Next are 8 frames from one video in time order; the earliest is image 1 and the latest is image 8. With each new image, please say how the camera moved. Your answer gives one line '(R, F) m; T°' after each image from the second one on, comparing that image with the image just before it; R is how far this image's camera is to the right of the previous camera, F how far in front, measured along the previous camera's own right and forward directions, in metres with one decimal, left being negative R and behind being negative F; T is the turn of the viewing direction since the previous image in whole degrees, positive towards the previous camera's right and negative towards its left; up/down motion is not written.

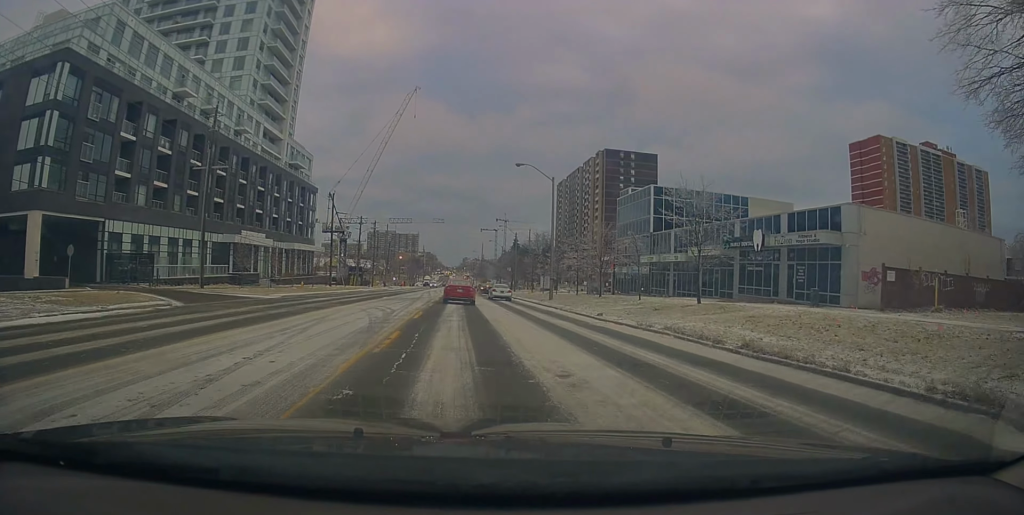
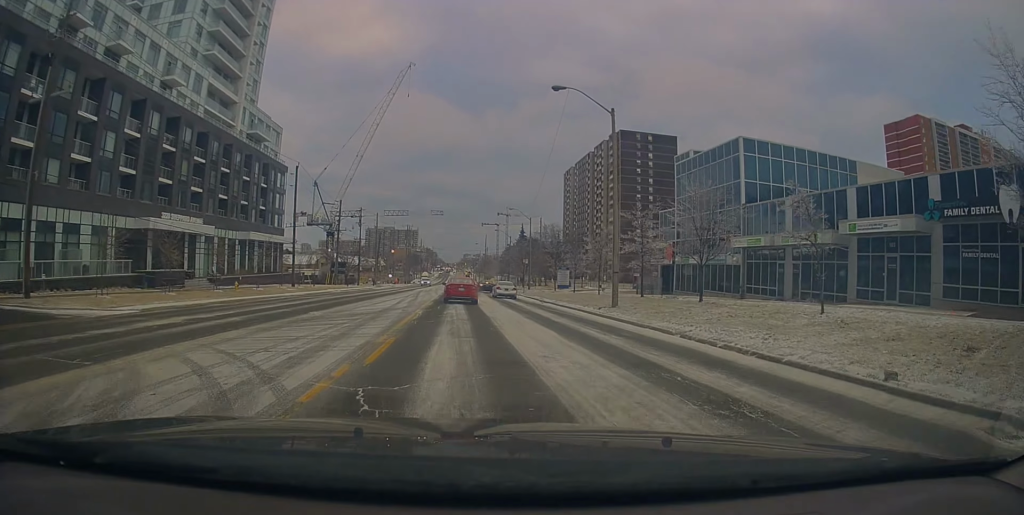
(+1.0, +19.2) m; +4°
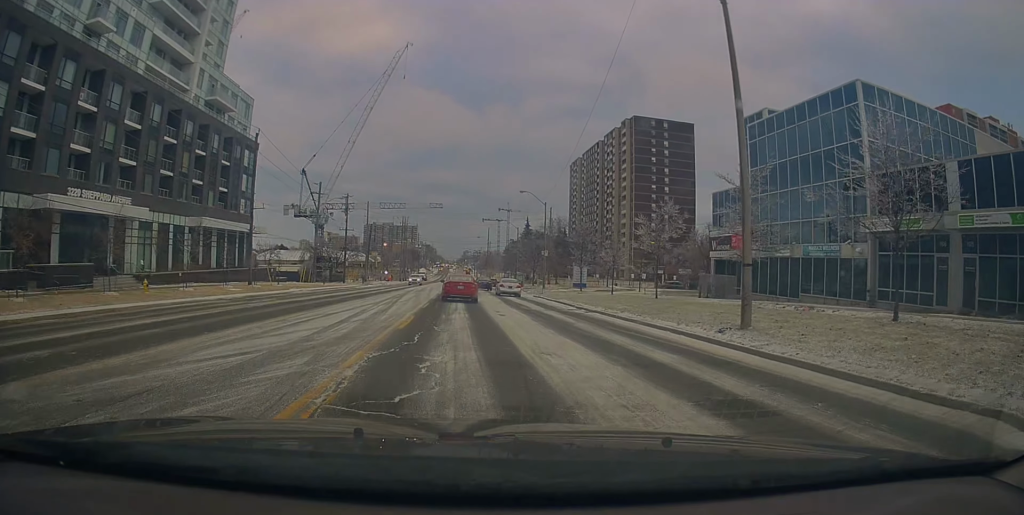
(-0.1, +13.2) m; -3°
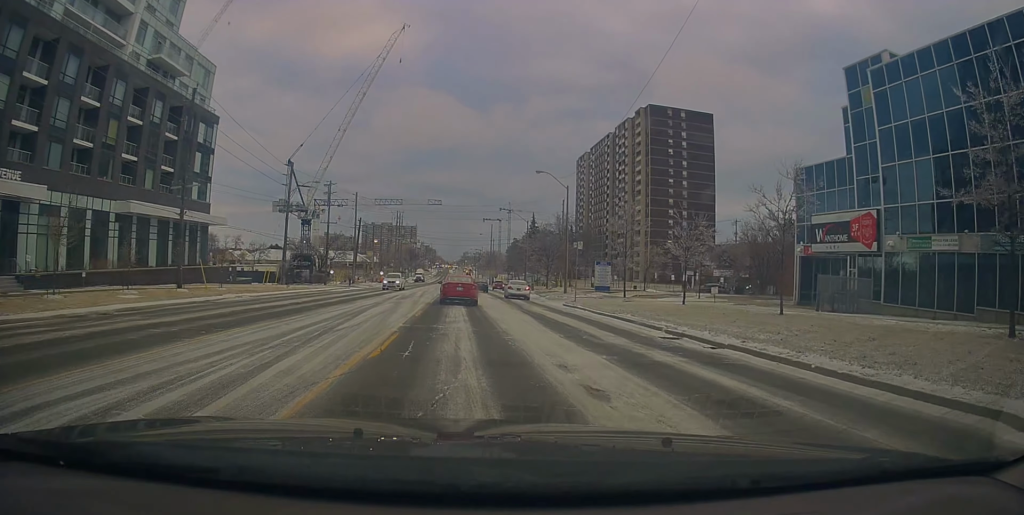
(-0.5, +13.2) m; 0°
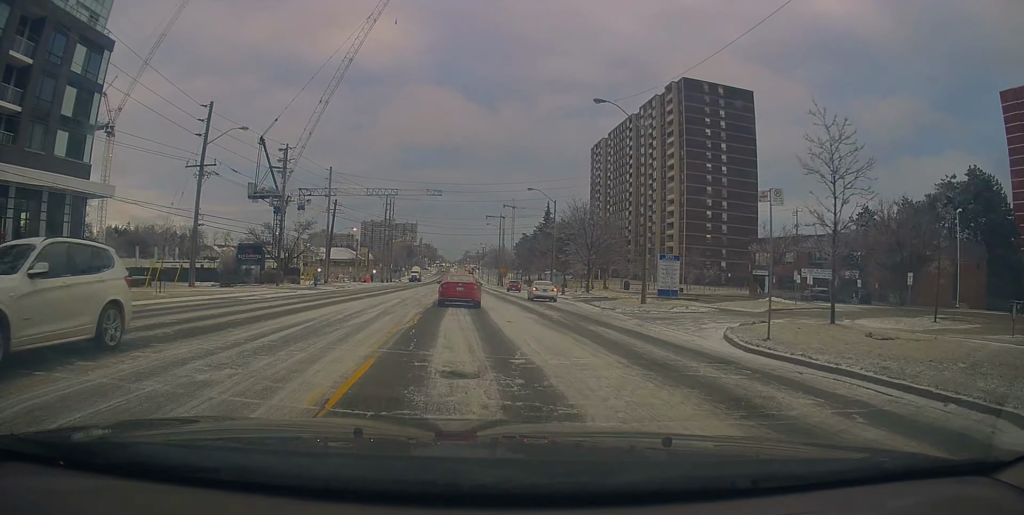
(+0.2, +22.5) m; 0°
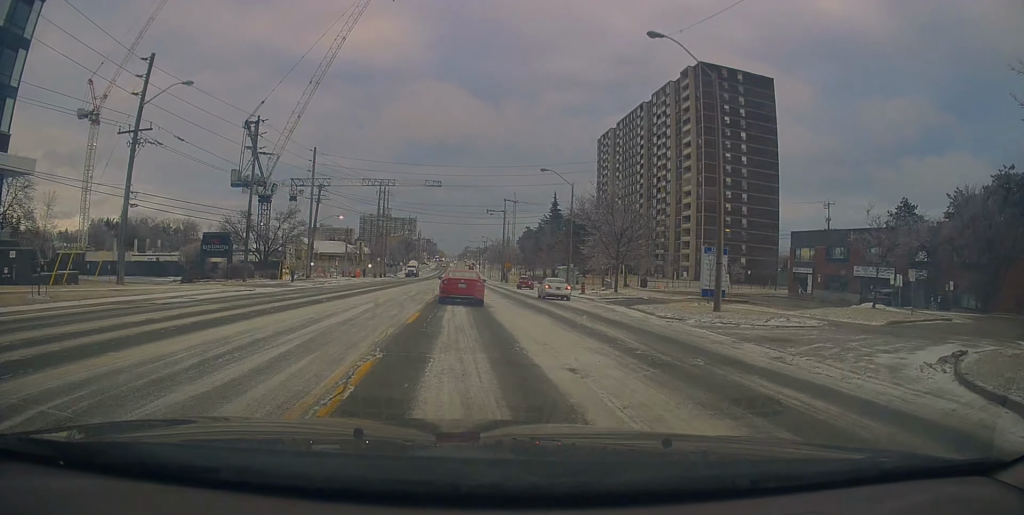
(0.0, +9.3) m; 0°
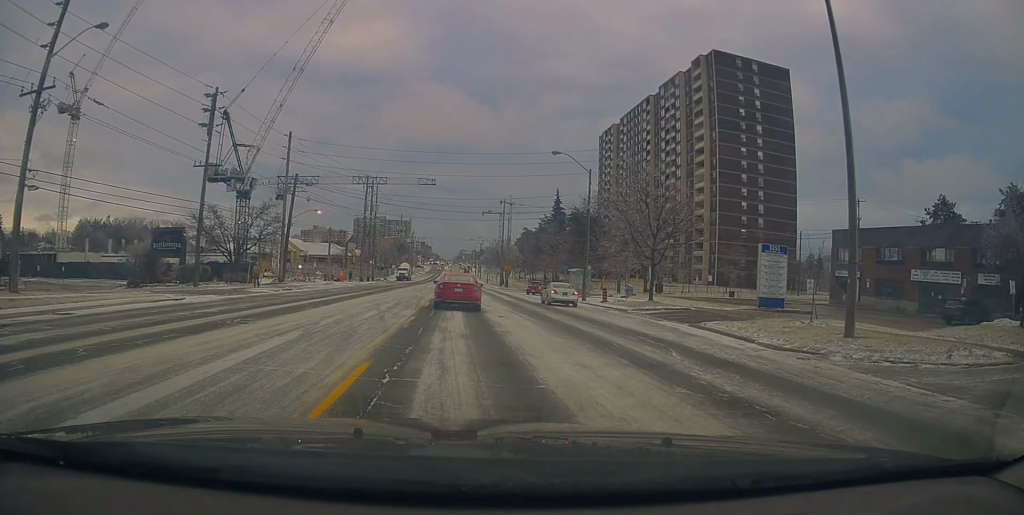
(+0.4, +9.4) m; 0°
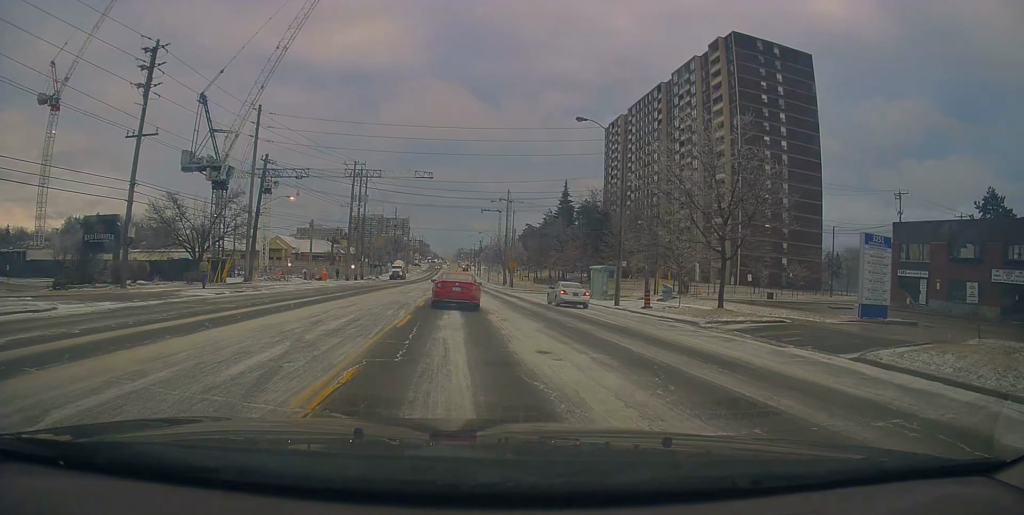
(-0.5, +9.9) m; 0°
